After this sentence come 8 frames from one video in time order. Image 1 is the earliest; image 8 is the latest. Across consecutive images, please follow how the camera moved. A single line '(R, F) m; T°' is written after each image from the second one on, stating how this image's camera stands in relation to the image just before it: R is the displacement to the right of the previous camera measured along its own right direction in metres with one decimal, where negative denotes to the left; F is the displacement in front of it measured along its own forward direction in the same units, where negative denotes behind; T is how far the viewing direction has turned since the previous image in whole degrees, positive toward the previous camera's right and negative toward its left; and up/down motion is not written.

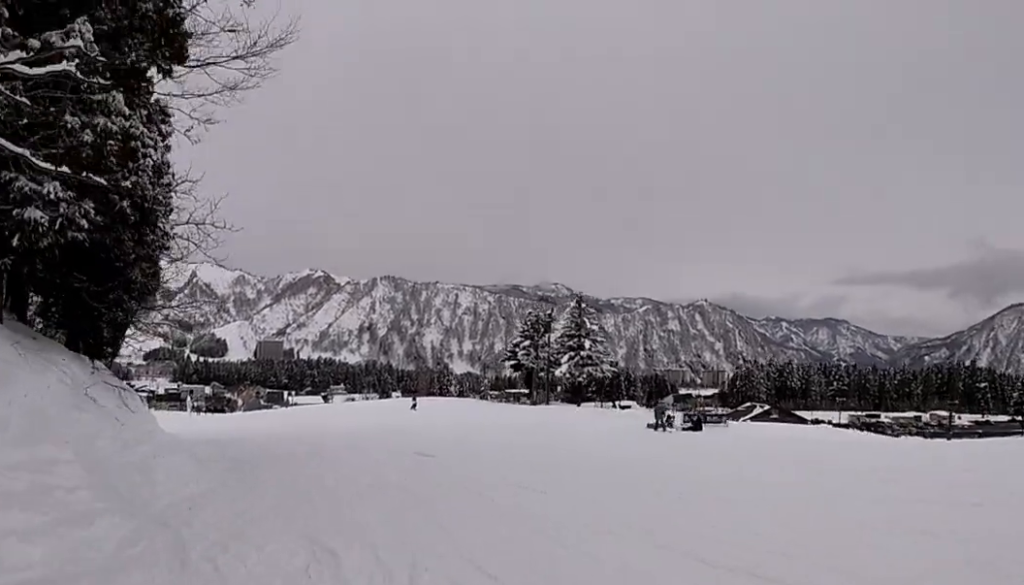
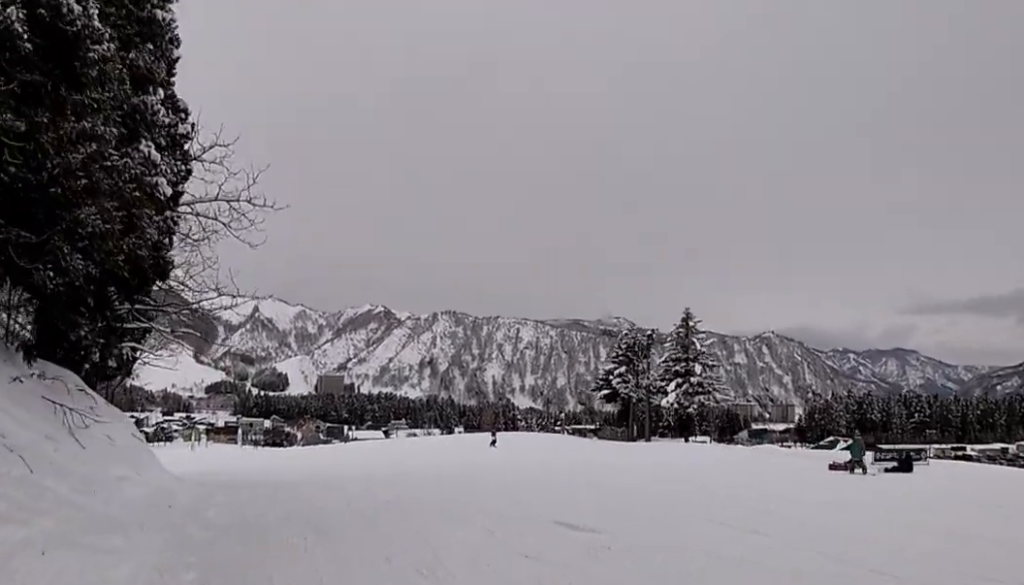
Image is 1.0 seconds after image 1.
(-0.8, +8.3) m; -11°
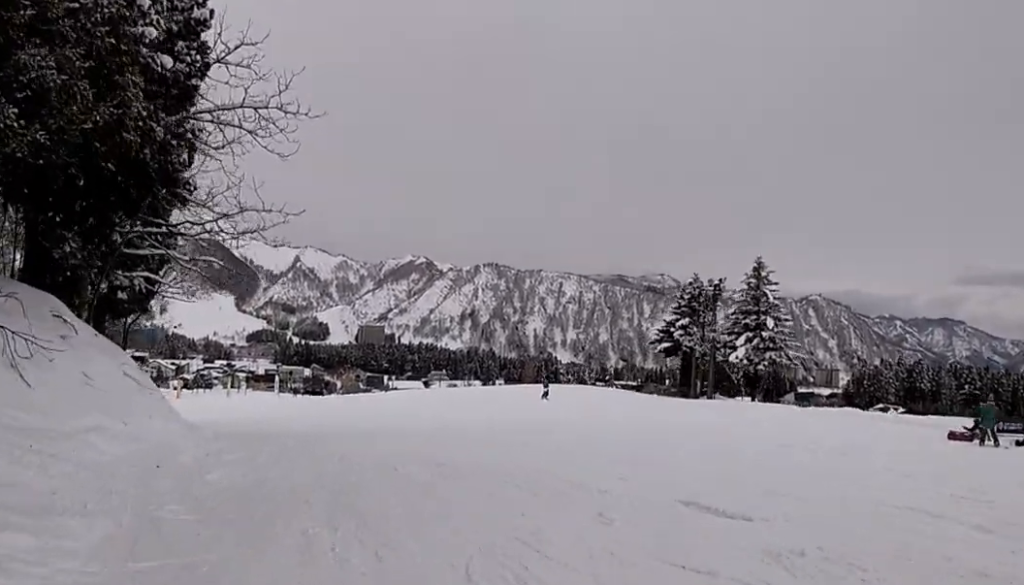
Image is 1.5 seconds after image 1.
(-0.4, +3.9) m; -5°
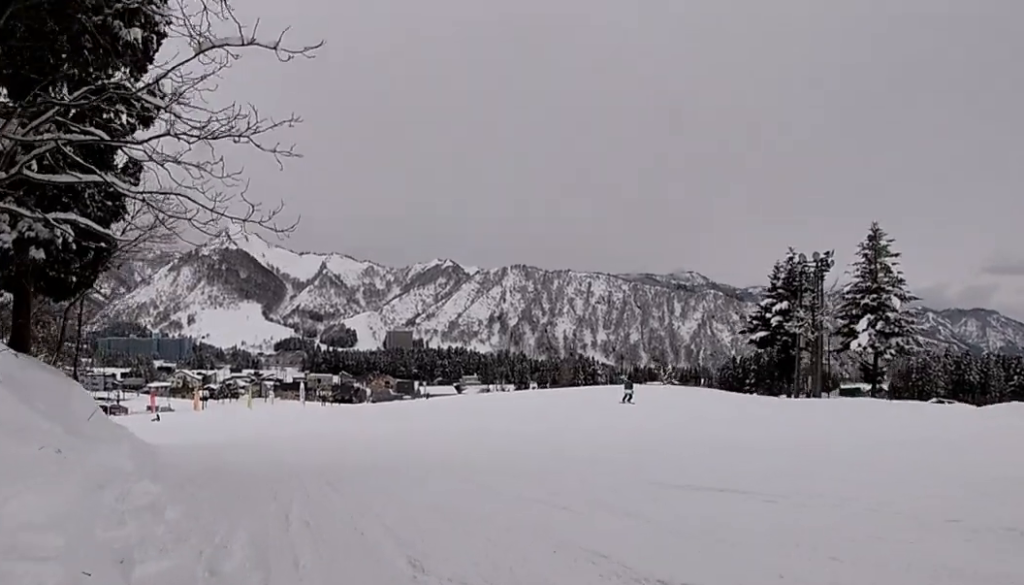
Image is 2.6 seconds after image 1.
(-0.2, +9.2) m; -1°
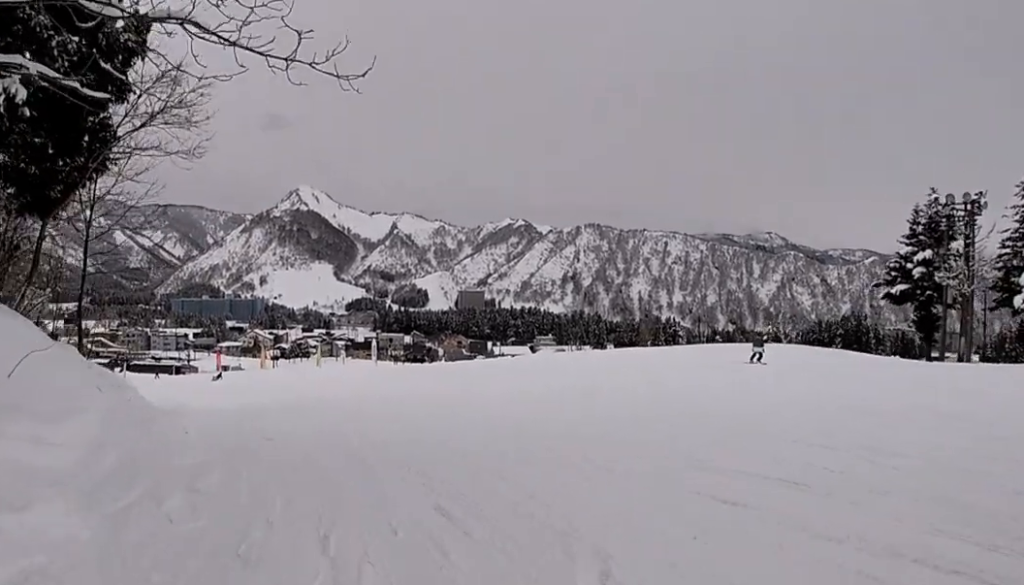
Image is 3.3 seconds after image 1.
(0.0, +6.0) m; -1°
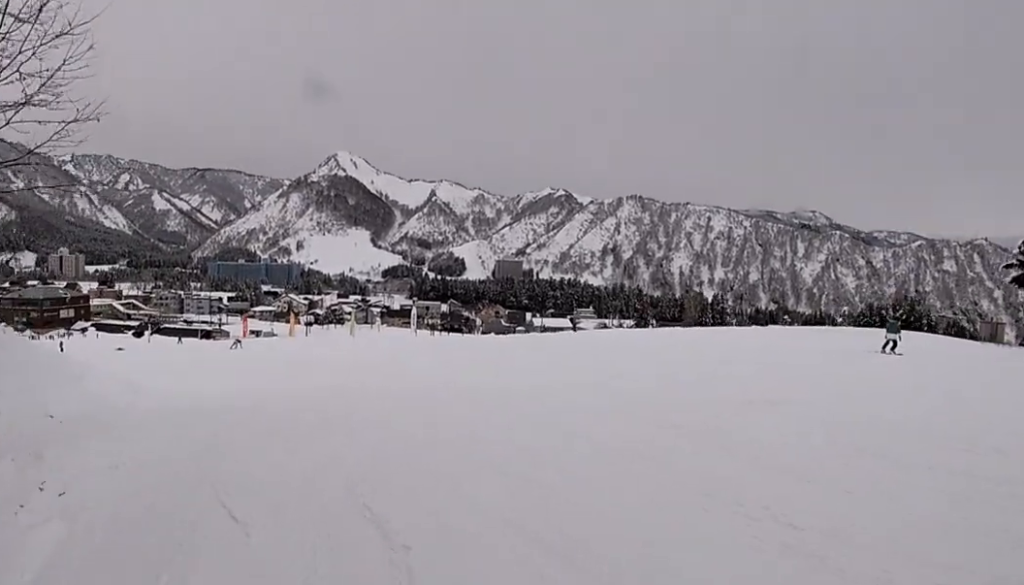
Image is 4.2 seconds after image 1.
(-0.1, +7.1) m; -6°
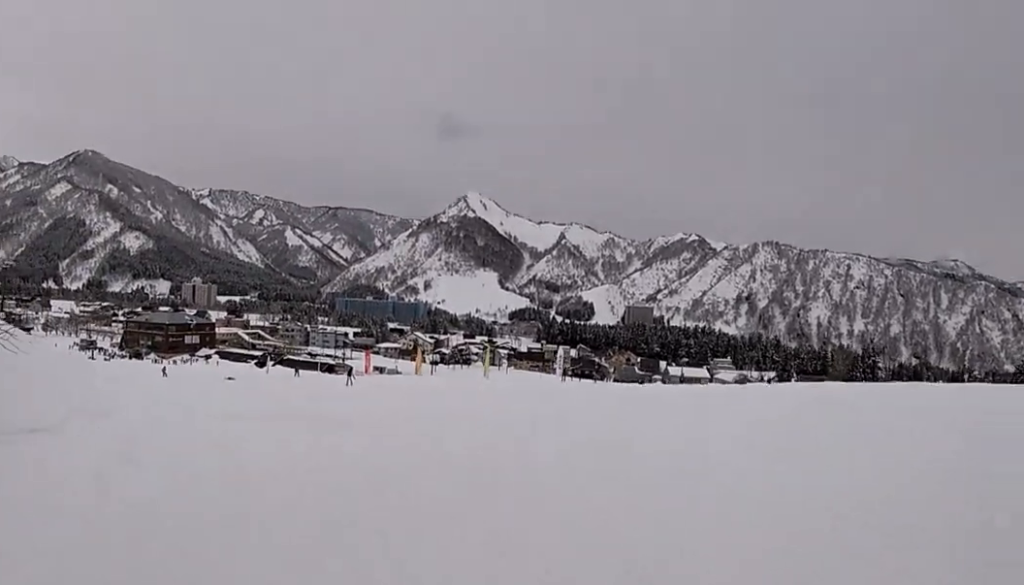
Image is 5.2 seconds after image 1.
(-0.8, +8.8) m; -12°
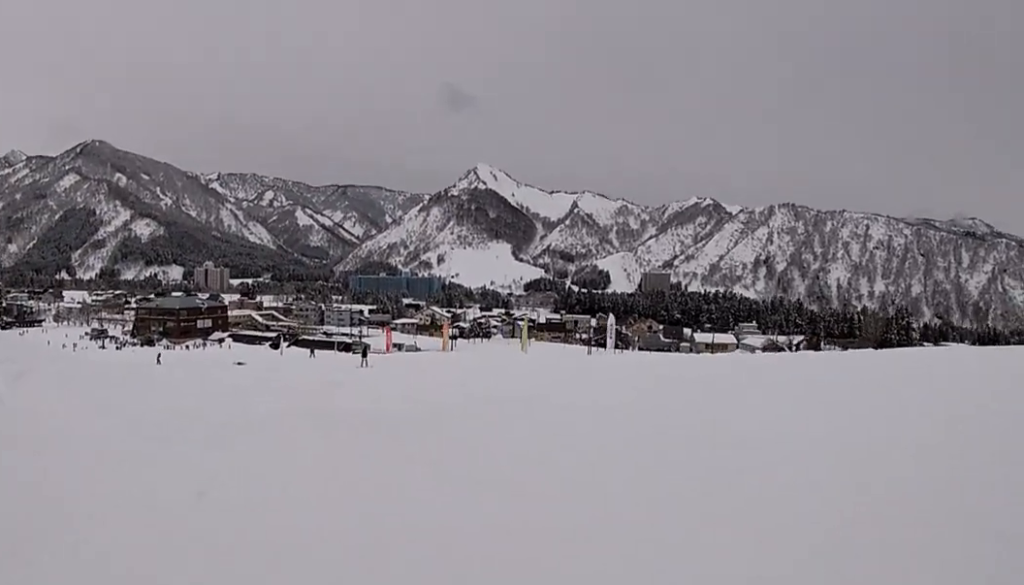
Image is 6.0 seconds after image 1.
(-0.6, +6.6) m; +5°
